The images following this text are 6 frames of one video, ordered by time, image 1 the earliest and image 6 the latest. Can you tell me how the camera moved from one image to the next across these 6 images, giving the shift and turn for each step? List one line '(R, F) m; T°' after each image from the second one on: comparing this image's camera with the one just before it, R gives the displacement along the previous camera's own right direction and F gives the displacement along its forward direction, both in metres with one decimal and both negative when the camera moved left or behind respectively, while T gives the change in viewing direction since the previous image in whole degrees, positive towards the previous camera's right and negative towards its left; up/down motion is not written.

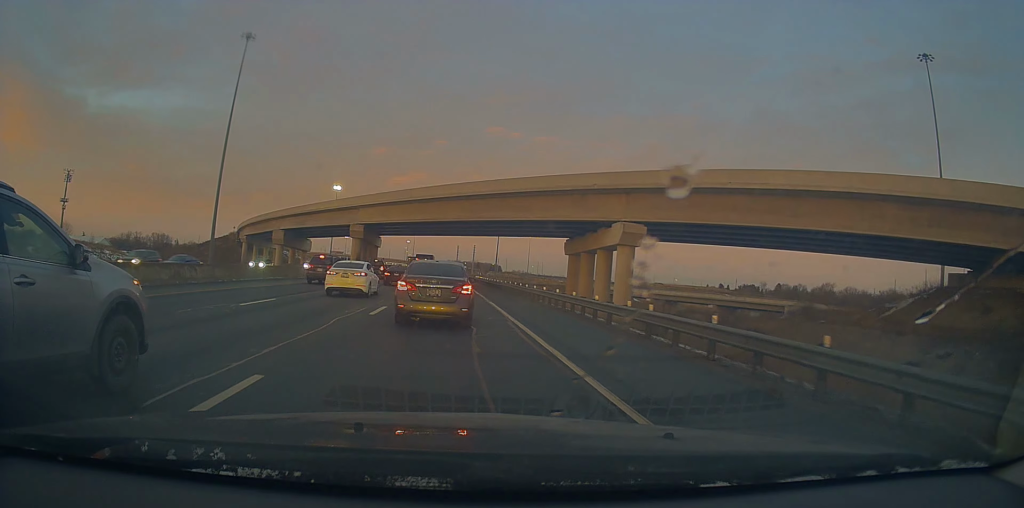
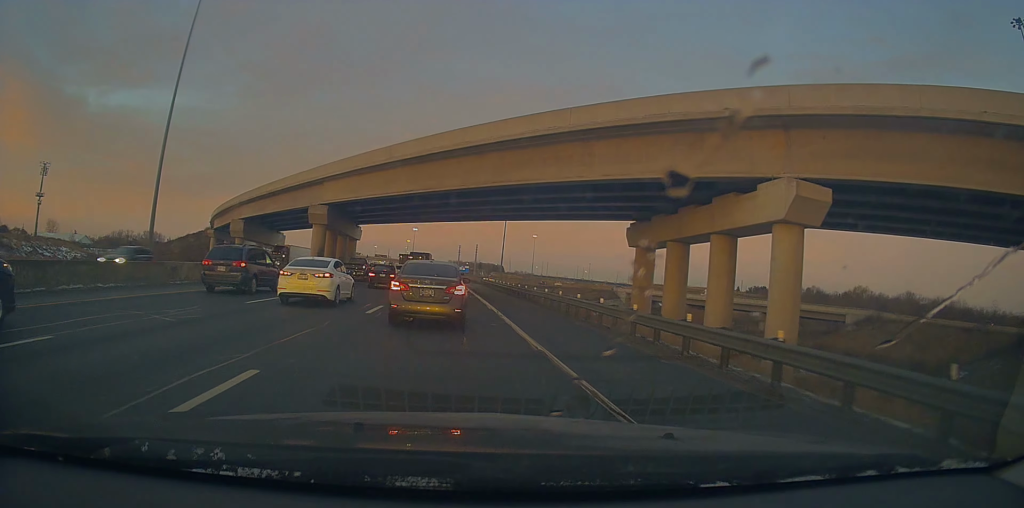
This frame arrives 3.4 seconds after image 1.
(+1.0, +24.3) m; -1°
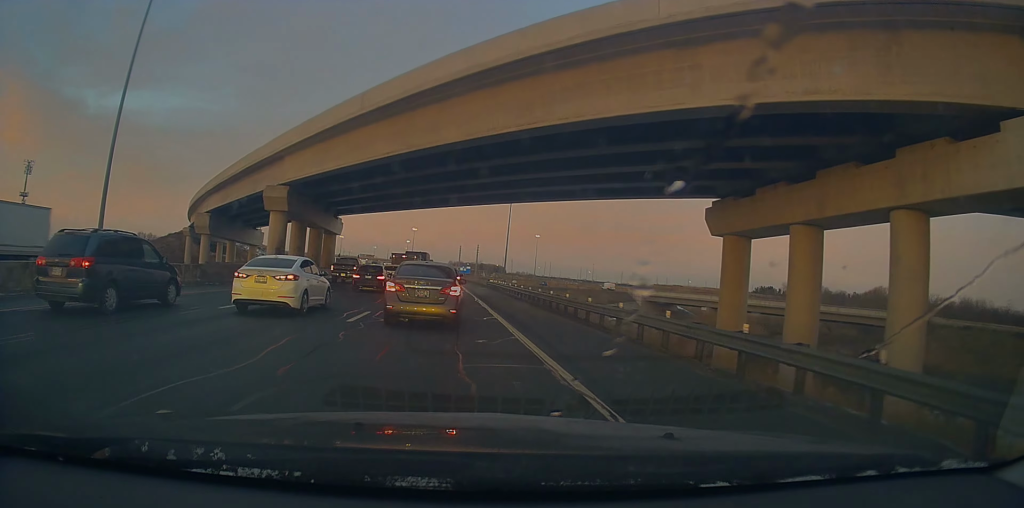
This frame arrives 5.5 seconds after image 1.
(+0.8, +14.2) m; -2°
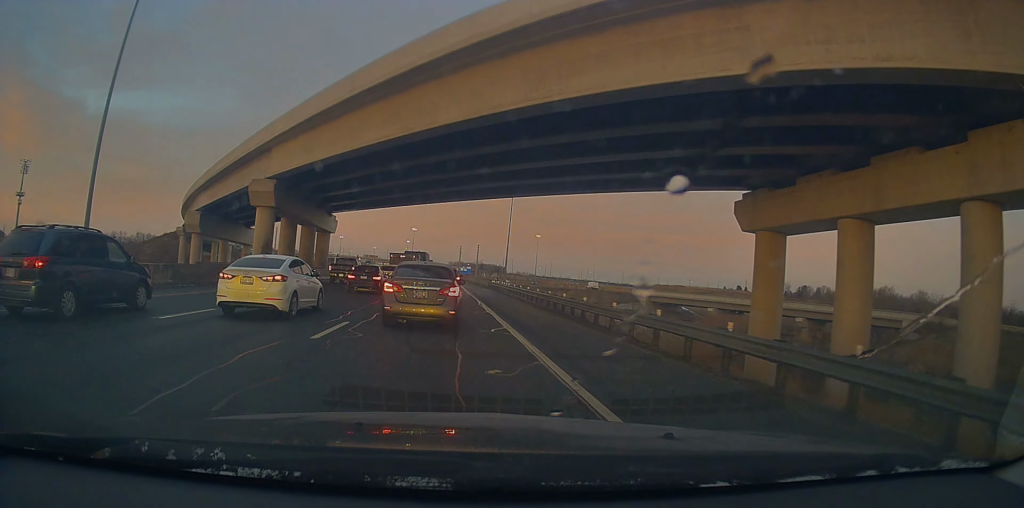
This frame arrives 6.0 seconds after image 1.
(-0.6, +3.2) m; 0°
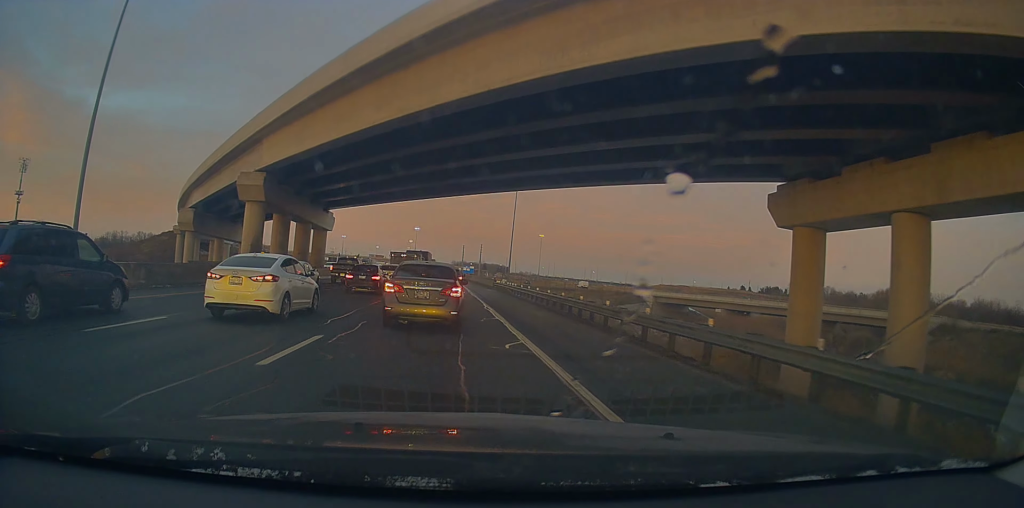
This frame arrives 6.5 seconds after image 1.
(-0.5, +2.8) m; 0°
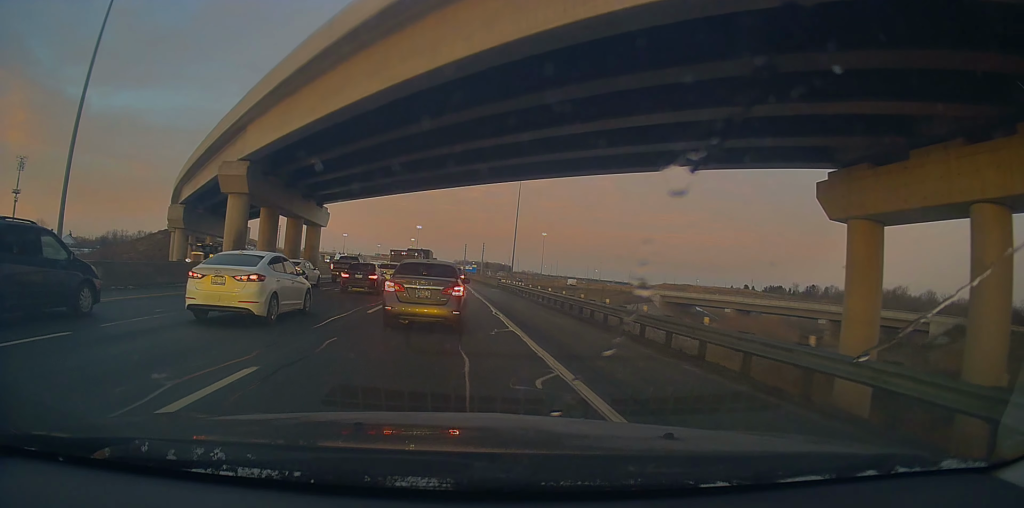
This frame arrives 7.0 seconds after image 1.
(+0.7, +3.5) m; +2°
